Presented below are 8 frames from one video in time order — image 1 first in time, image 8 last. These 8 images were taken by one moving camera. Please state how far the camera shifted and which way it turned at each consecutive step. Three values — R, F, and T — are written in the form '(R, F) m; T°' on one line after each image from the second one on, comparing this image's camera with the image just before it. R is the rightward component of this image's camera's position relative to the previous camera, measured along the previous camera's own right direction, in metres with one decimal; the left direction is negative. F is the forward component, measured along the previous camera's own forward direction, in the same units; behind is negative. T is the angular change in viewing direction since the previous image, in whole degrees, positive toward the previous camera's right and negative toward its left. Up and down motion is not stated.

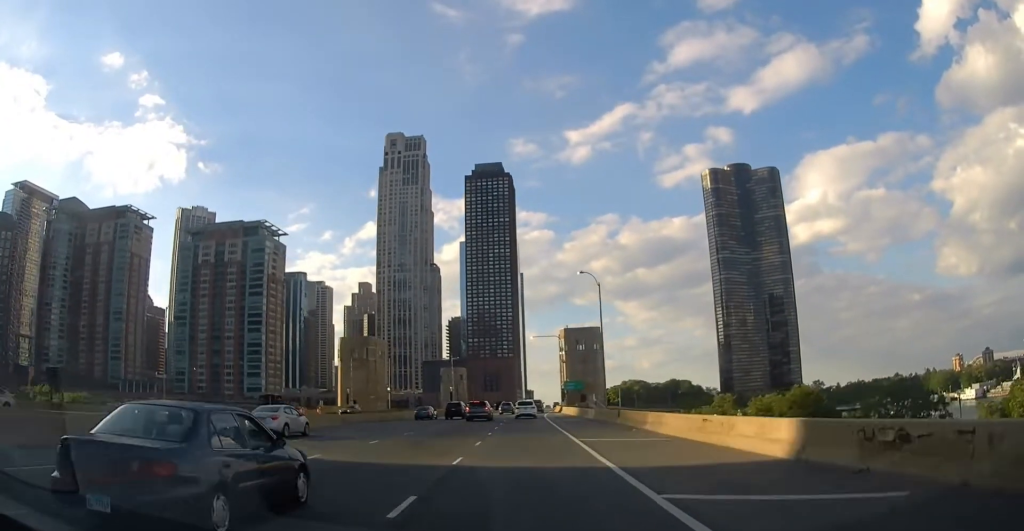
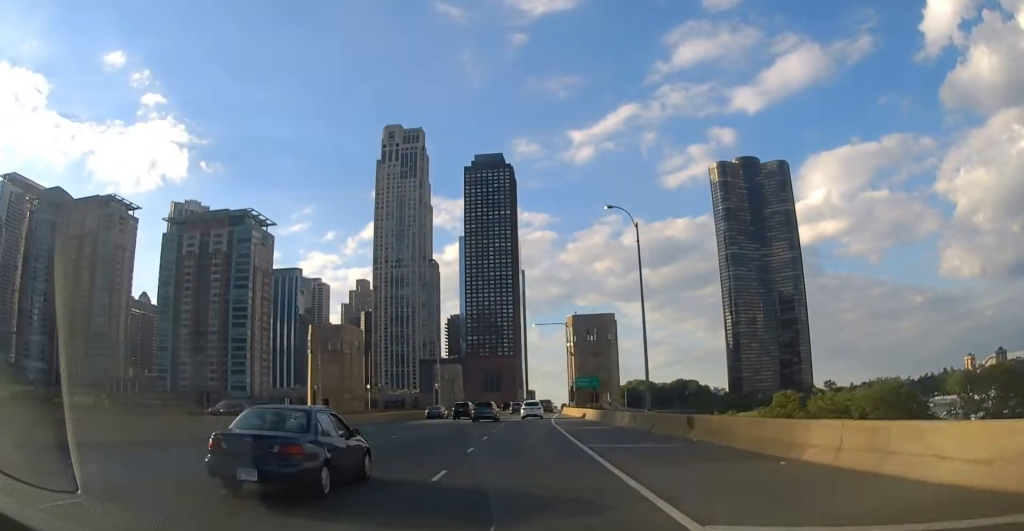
(+0.6, +18.0) m; 0°
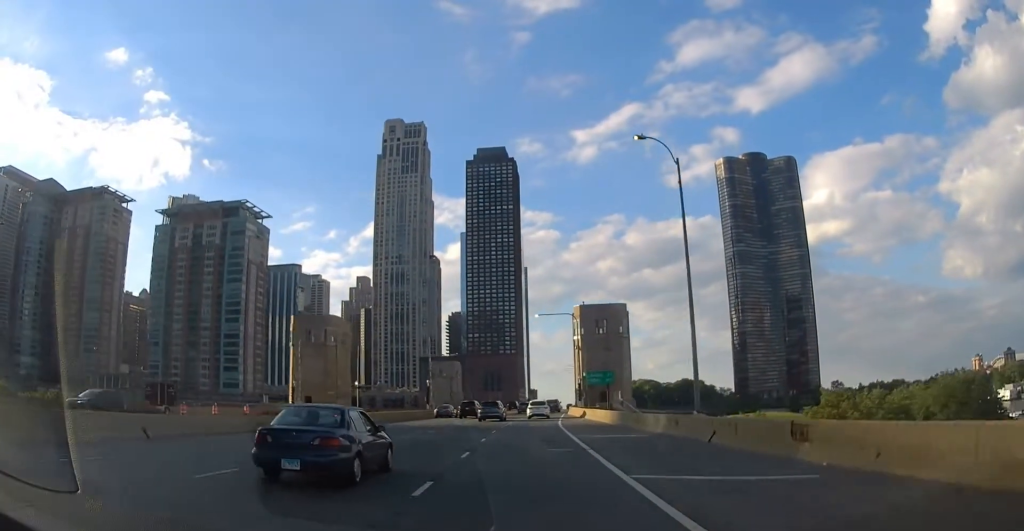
(-0.2, +9.5) m; -1°
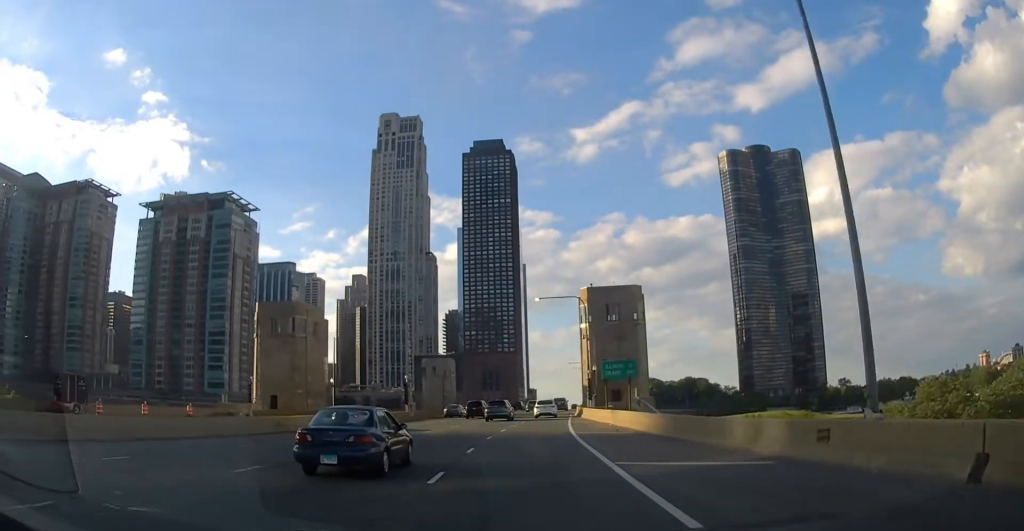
(-0.2, +12.9) m; -1°
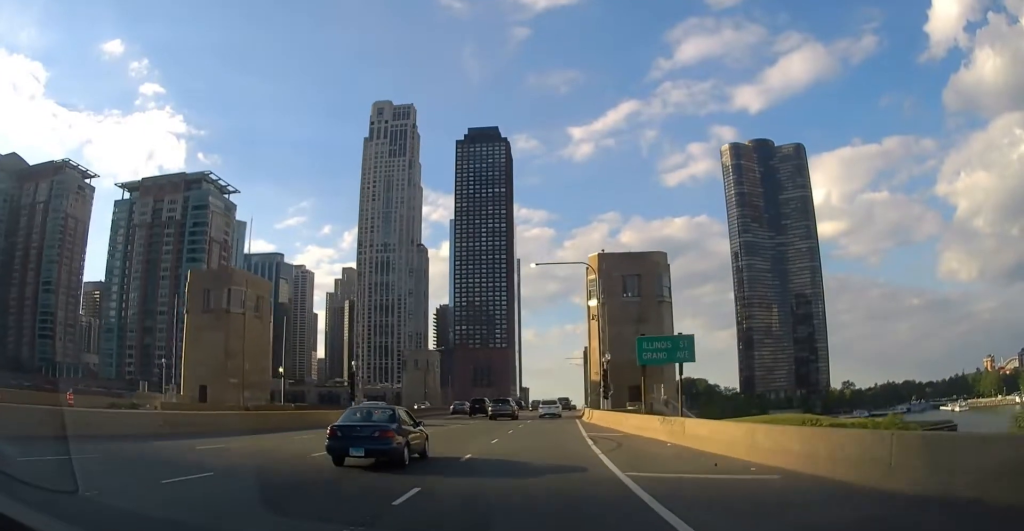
(0.0, +17.3) m; +1°
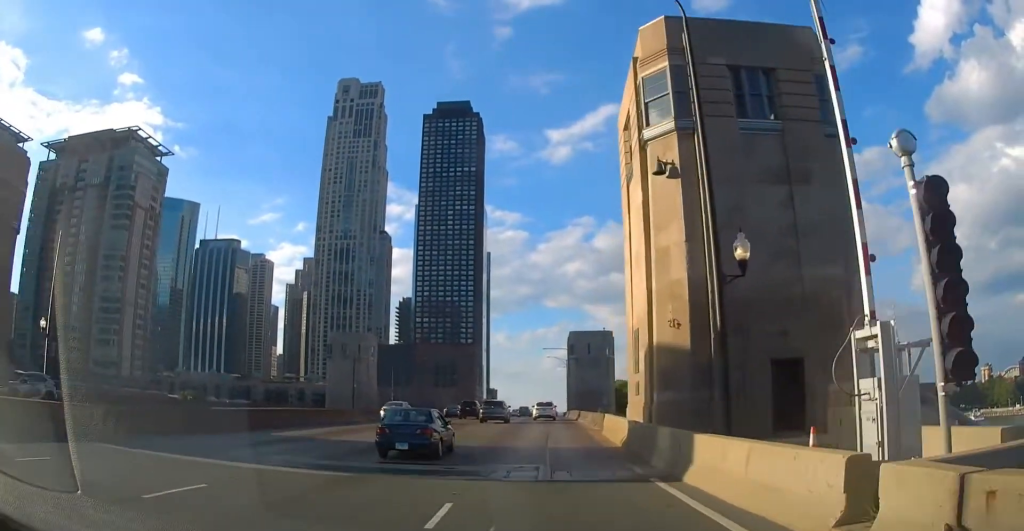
(+1.2, +38.4) m; +2°
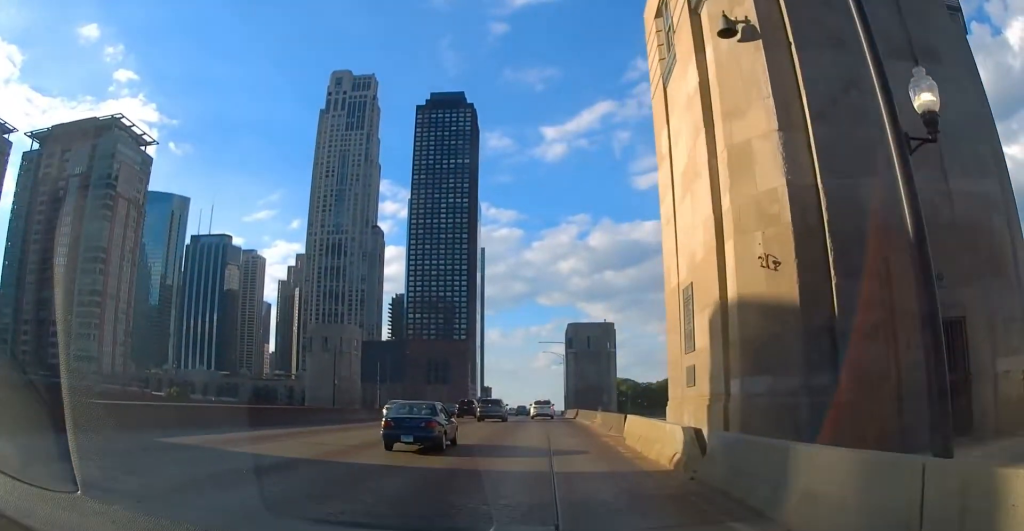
(0.0, +8.2) m; 0°
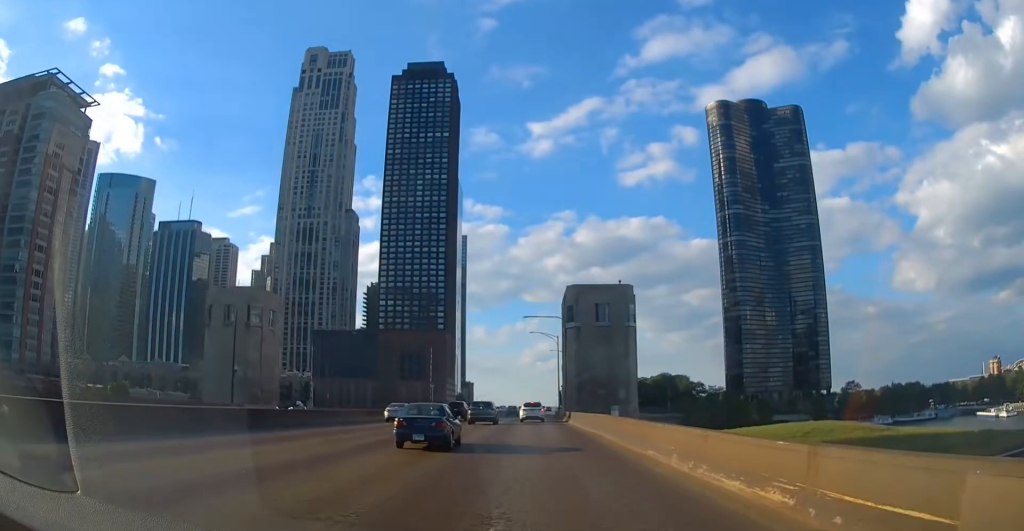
(+0.8, +31.0) m; +3°
